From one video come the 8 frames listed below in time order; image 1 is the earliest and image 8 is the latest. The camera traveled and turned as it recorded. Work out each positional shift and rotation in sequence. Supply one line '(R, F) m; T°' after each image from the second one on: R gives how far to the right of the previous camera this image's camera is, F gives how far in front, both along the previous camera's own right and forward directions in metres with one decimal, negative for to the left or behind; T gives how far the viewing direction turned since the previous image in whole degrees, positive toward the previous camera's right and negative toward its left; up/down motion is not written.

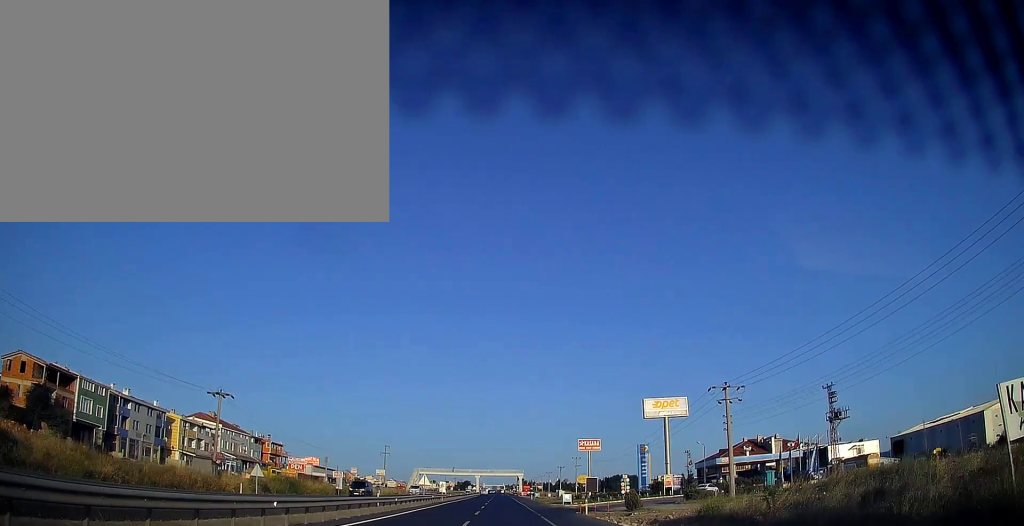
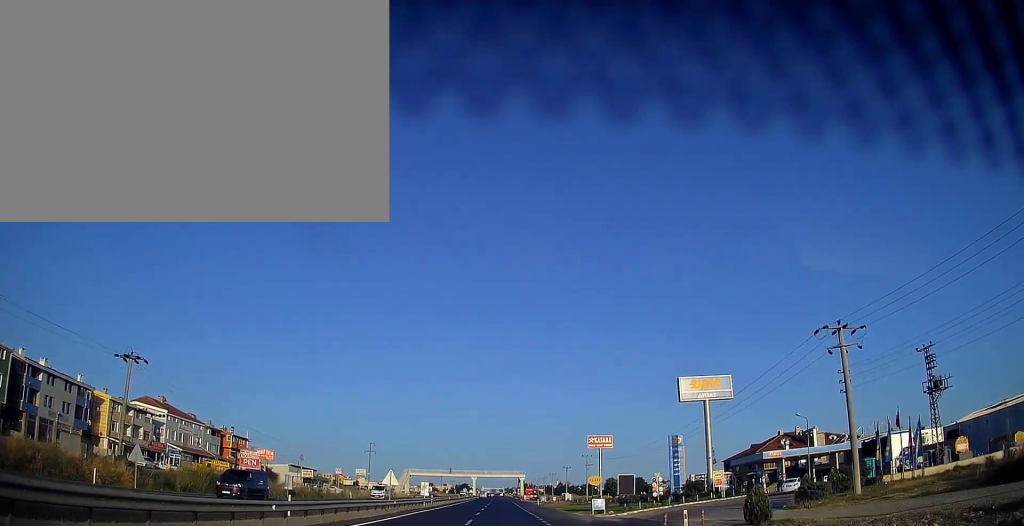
(0.0, +20.1) m; 0°
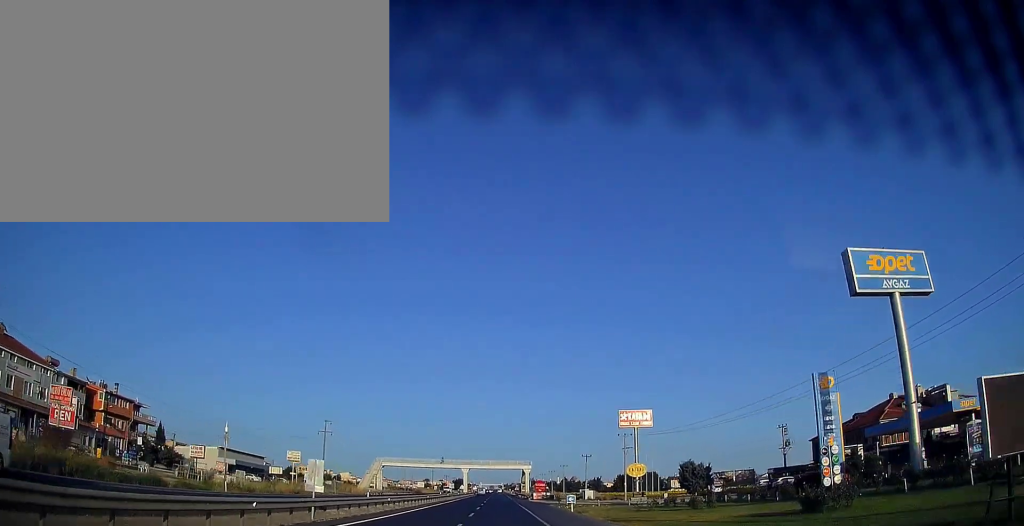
(0.0, +41.2) m; 0°
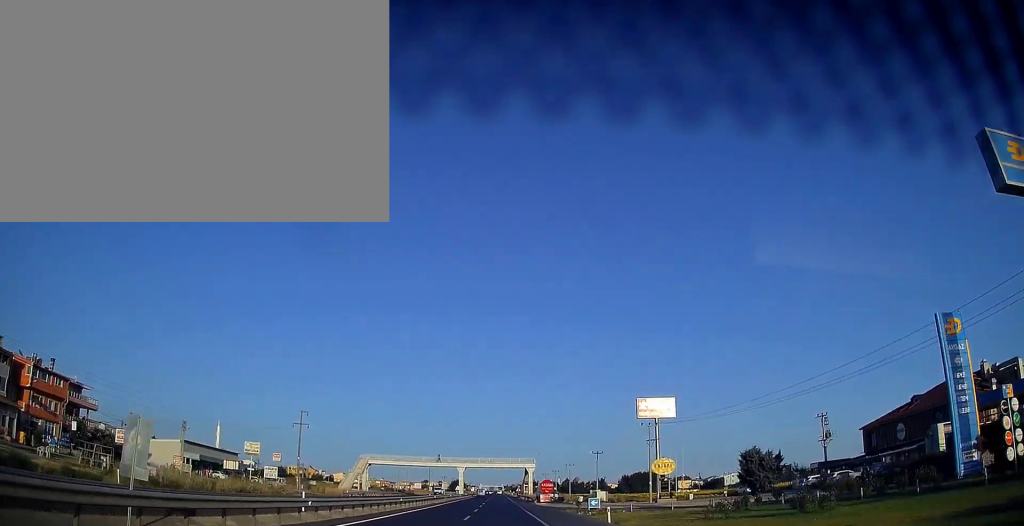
(-0.1, +15.1) m; 0°
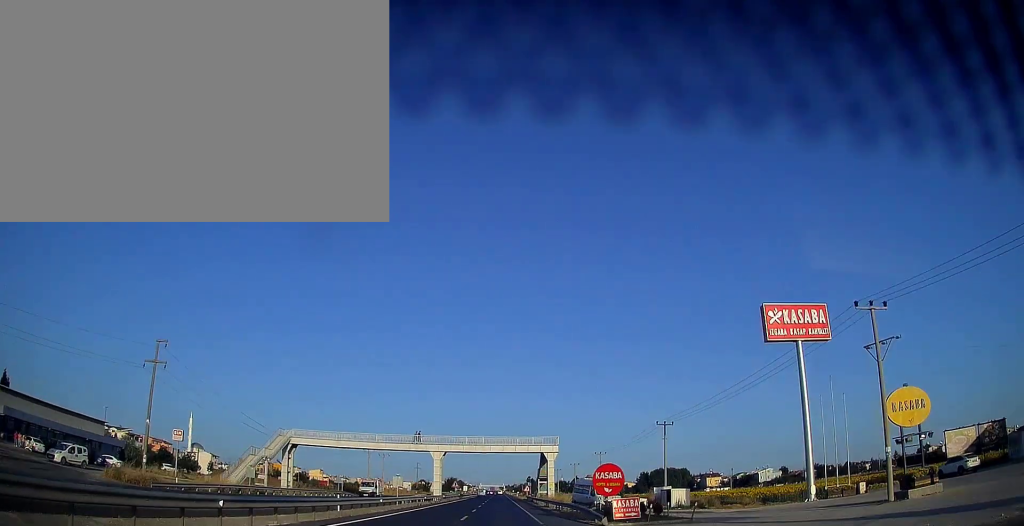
(+0.1, +48.1) m; 0°
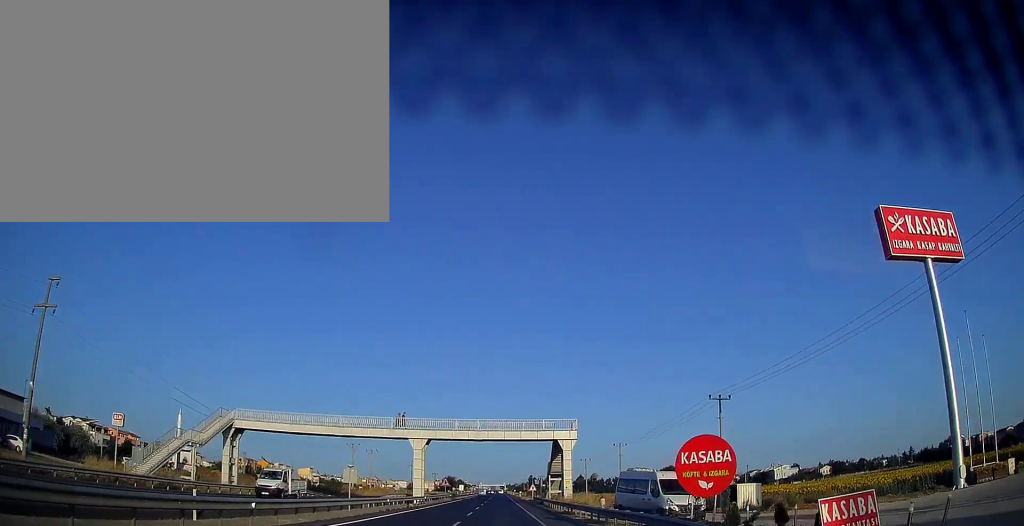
(0.0, +18.1) m; 0°
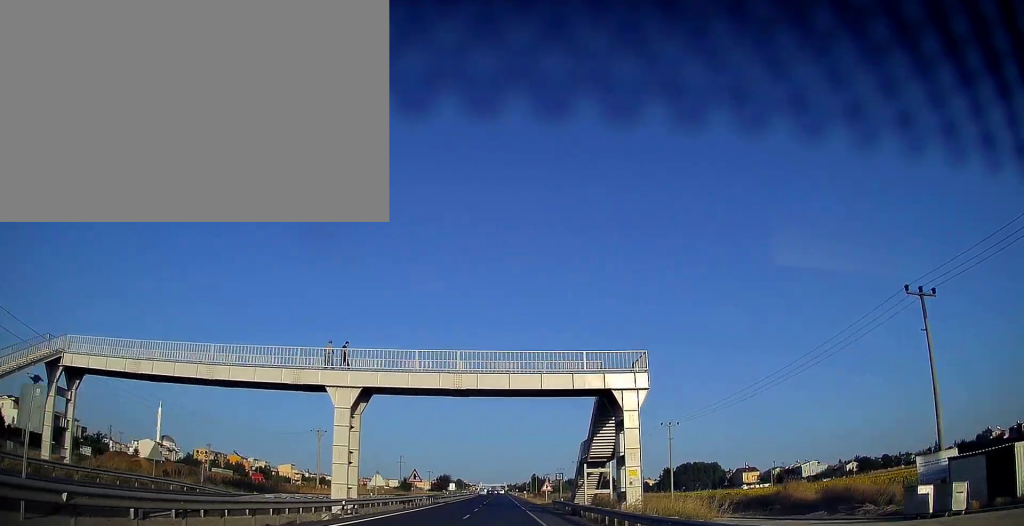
(-0.1, +28.0) m; 0°
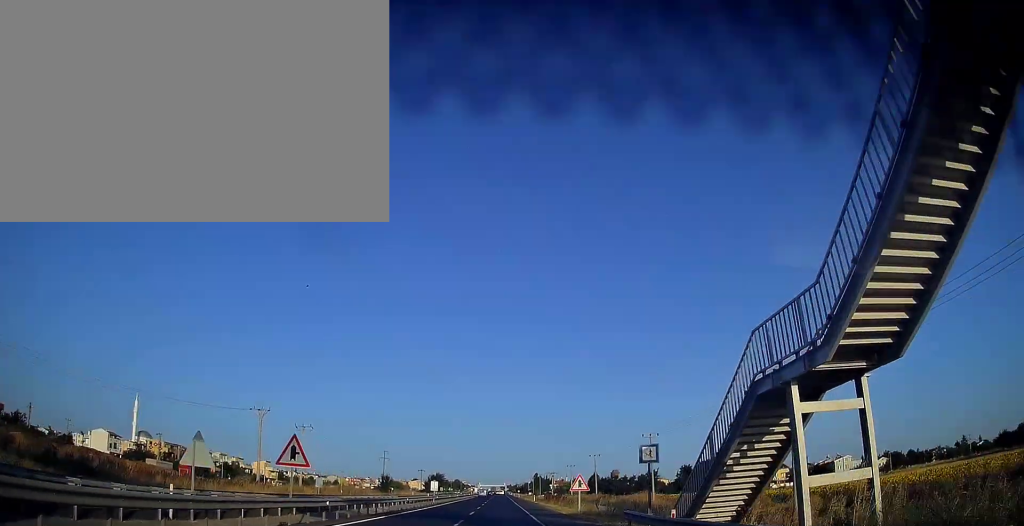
(0.0, +29.0) m; 0°
